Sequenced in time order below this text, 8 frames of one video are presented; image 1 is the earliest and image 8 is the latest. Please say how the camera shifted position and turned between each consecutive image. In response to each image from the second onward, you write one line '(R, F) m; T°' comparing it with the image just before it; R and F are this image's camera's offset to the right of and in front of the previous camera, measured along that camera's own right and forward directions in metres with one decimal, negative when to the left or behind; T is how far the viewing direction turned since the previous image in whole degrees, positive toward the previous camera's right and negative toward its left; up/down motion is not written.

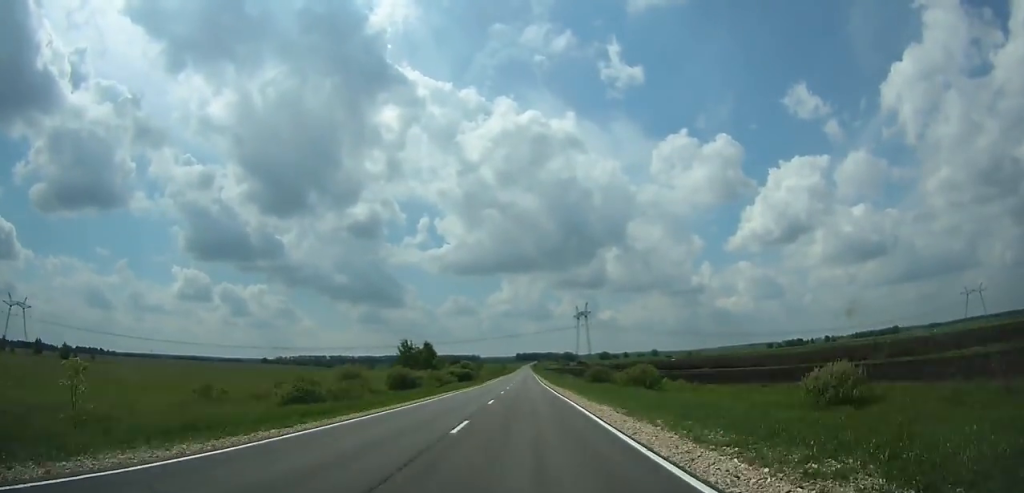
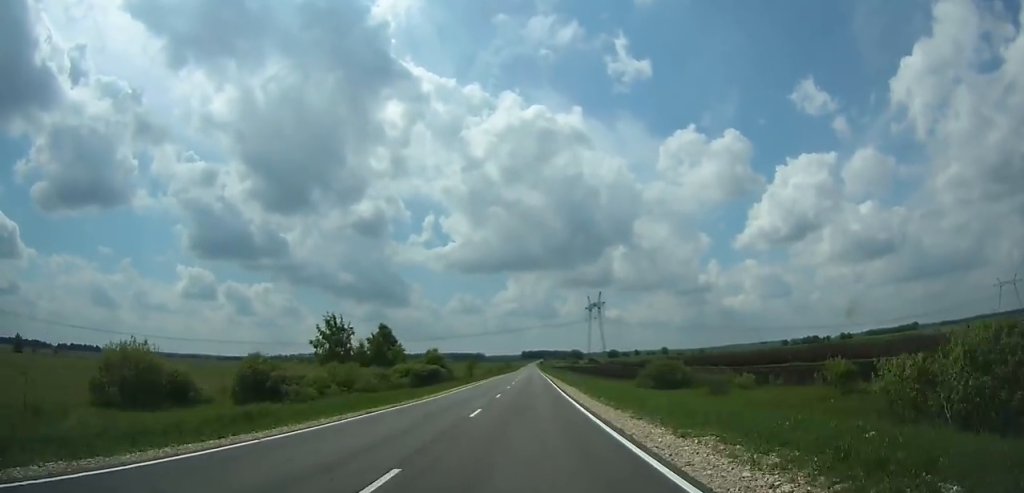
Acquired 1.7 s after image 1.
(0.0, +44.8) m; 0°
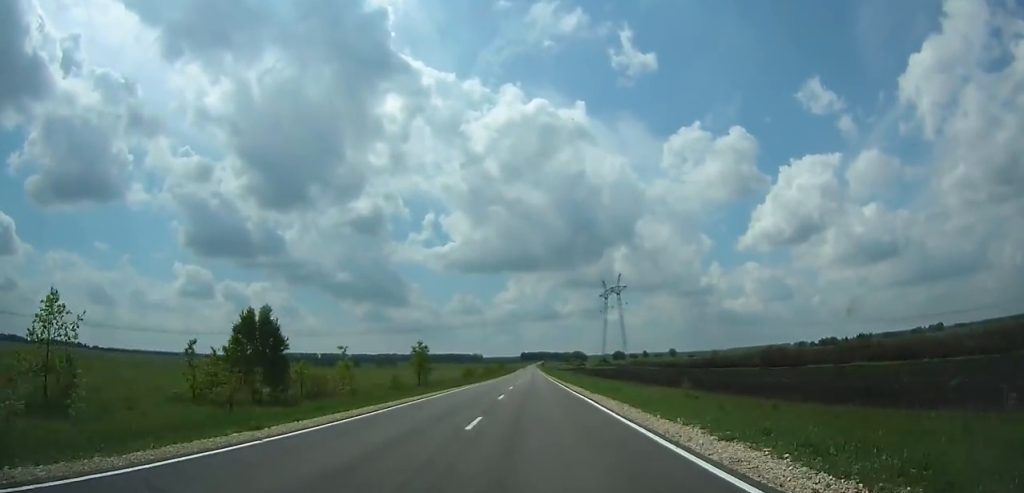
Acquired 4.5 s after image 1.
(-0.1, +74.9) m; 0°
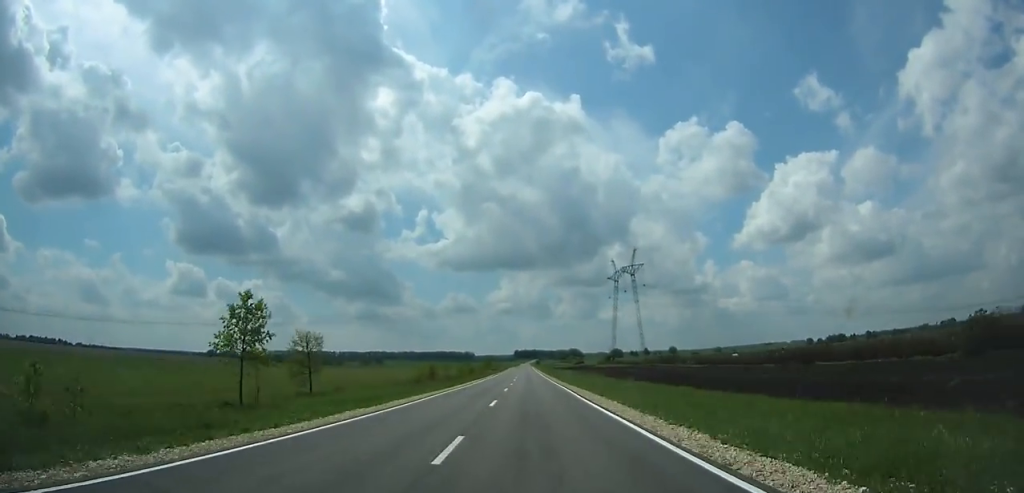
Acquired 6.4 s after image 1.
(0.0, +51.8) m; 0°
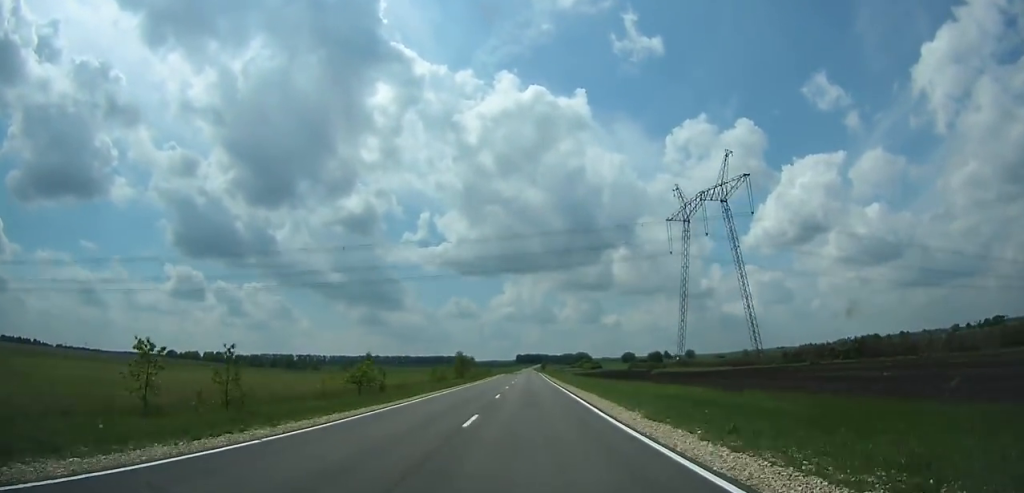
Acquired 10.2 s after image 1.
(0.0, +102.3) m; 0°
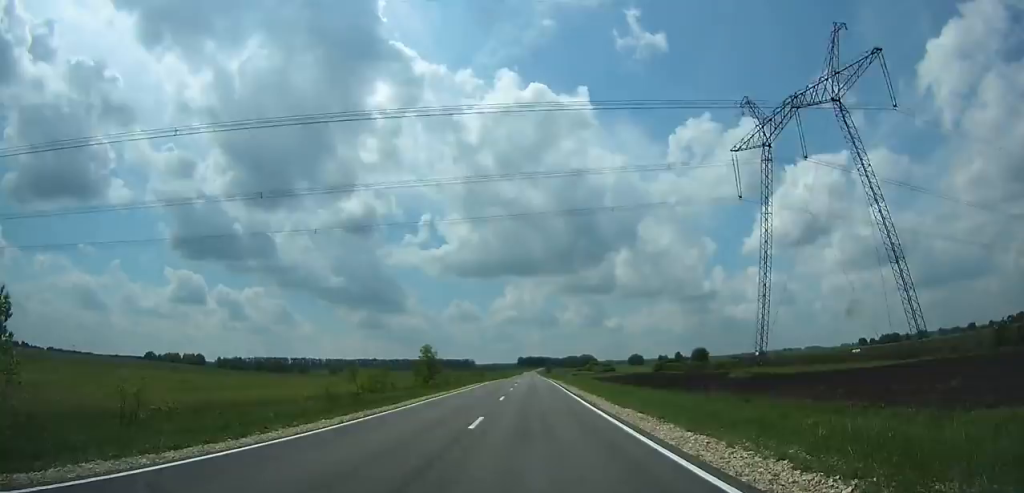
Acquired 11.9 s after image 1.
(0.0, +47.3) m; 0°
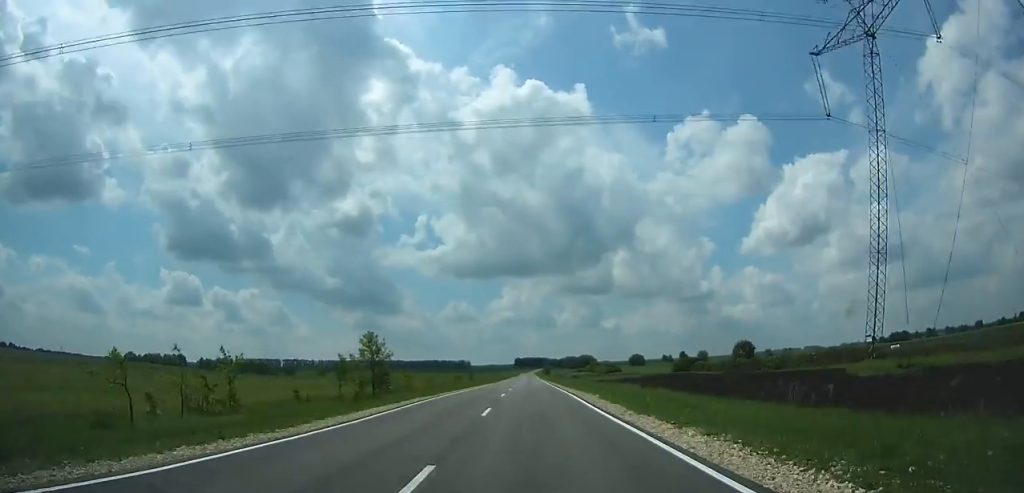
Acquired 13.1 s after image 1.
(0.0, +34.1) m; 0°
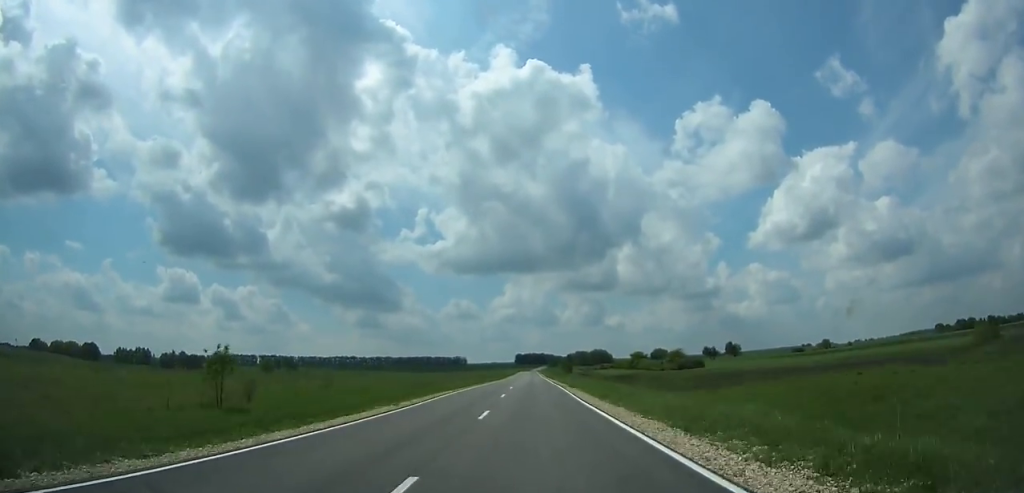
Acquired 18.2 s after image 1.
(0.0, +150.6) m; 0°
